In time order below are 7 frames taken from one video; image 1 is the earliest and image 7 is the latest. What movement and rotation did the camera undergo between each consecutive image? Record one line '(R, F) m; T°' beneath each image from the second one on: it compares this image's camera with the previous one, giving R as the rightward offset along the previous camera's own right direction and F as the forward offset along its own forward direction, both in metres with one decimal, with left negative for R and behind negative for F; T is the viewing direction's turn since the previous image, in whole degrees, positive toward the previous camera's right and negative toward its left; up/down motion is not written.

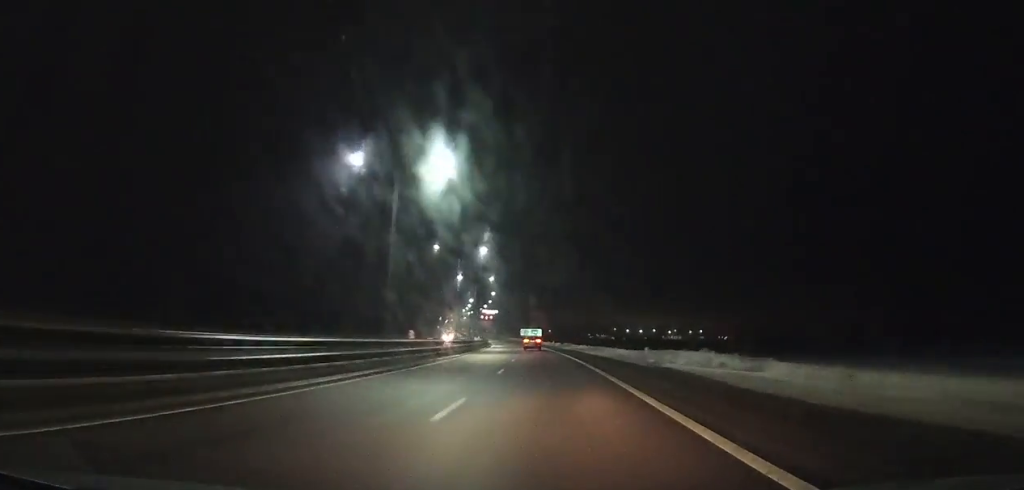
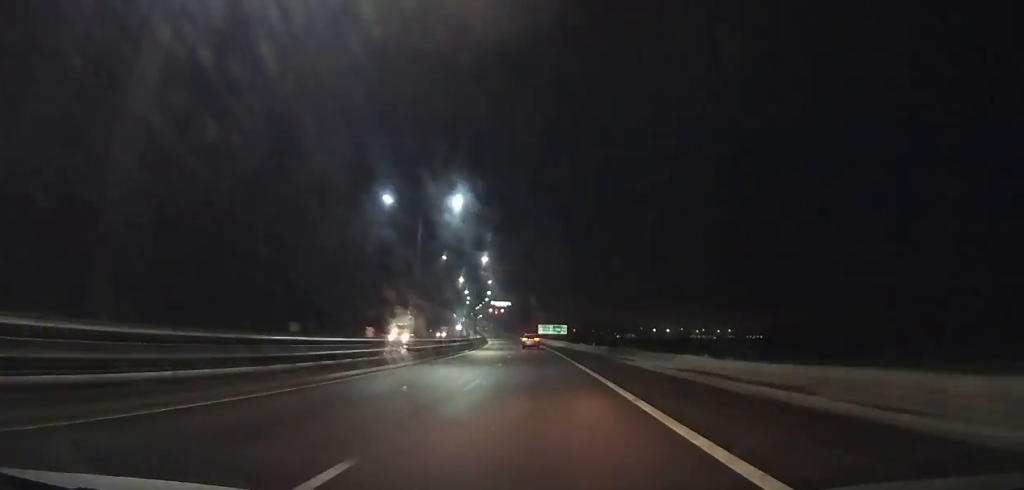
(-1.4, +54.3) m; -3°
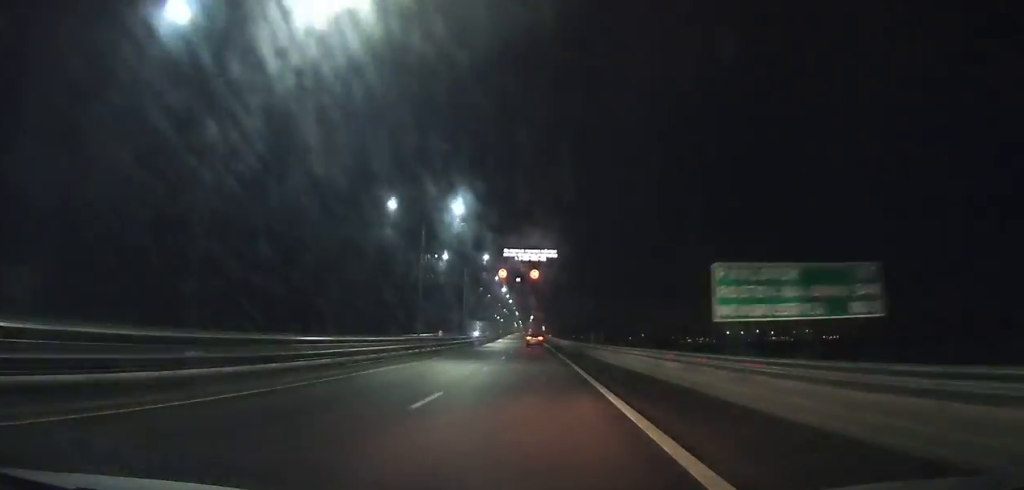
(-6.2, +123.2) m; -6°
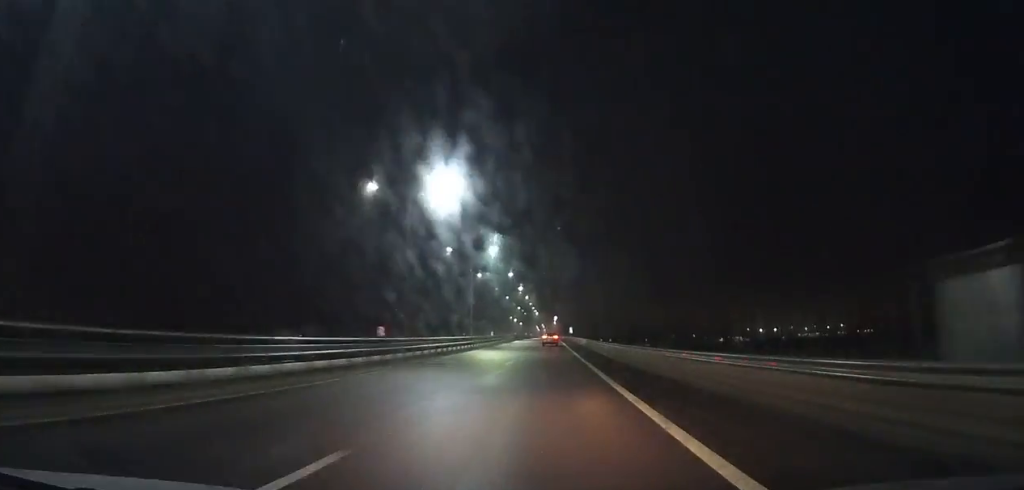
(-1.4, +65.6) m; -1°
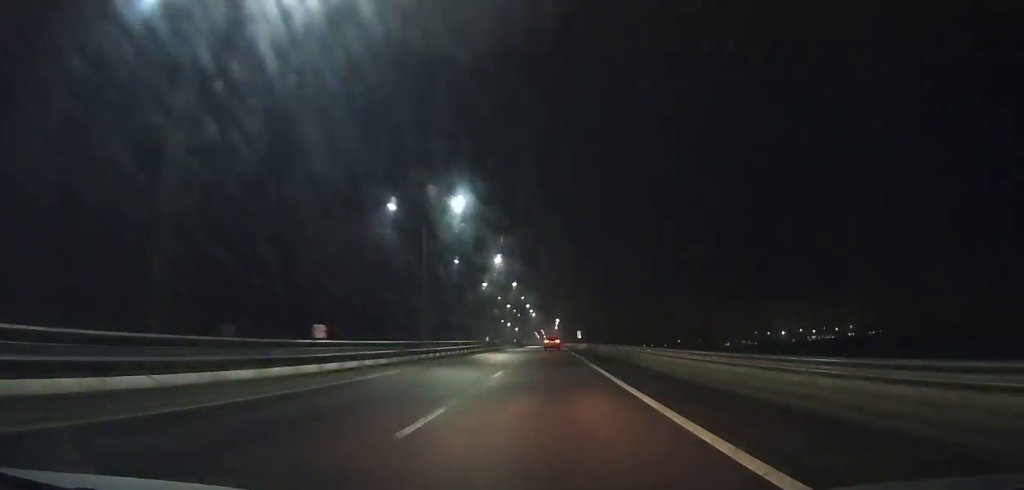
(-0.4, +54.5) m; 0°
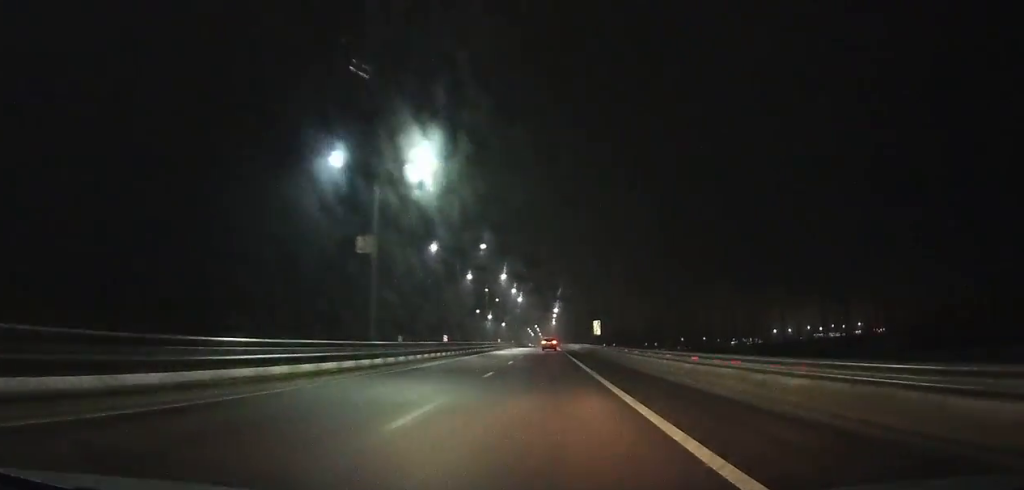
(0.0, +71.8) m; 0°
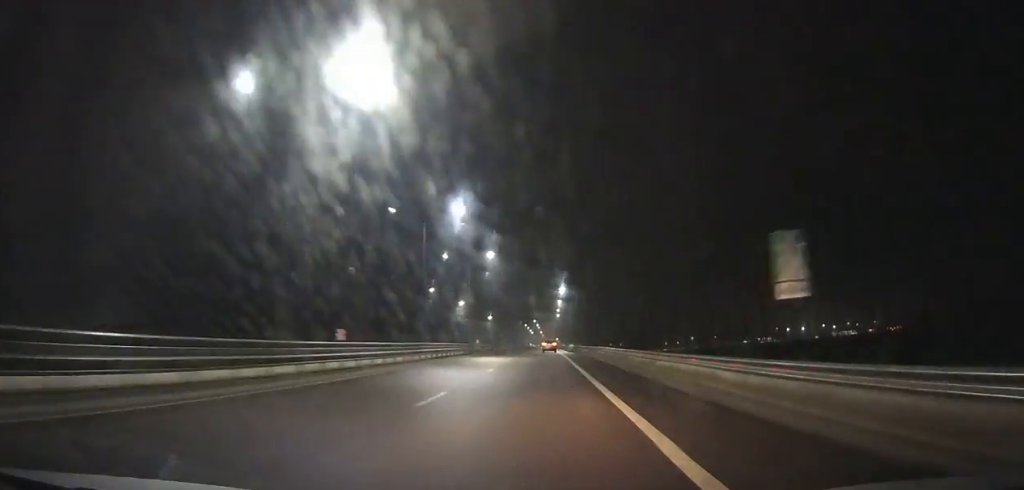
(+0.1, +68.7) m; 0°
